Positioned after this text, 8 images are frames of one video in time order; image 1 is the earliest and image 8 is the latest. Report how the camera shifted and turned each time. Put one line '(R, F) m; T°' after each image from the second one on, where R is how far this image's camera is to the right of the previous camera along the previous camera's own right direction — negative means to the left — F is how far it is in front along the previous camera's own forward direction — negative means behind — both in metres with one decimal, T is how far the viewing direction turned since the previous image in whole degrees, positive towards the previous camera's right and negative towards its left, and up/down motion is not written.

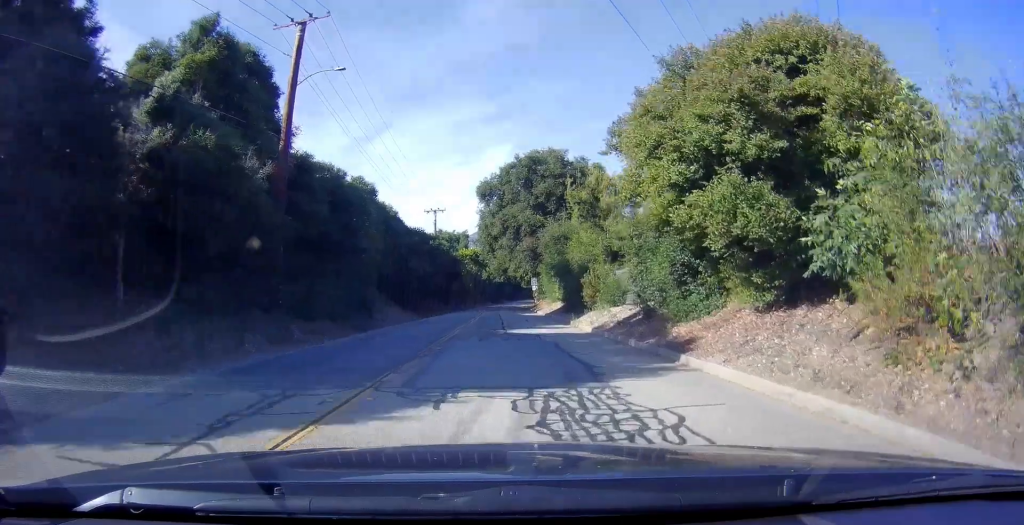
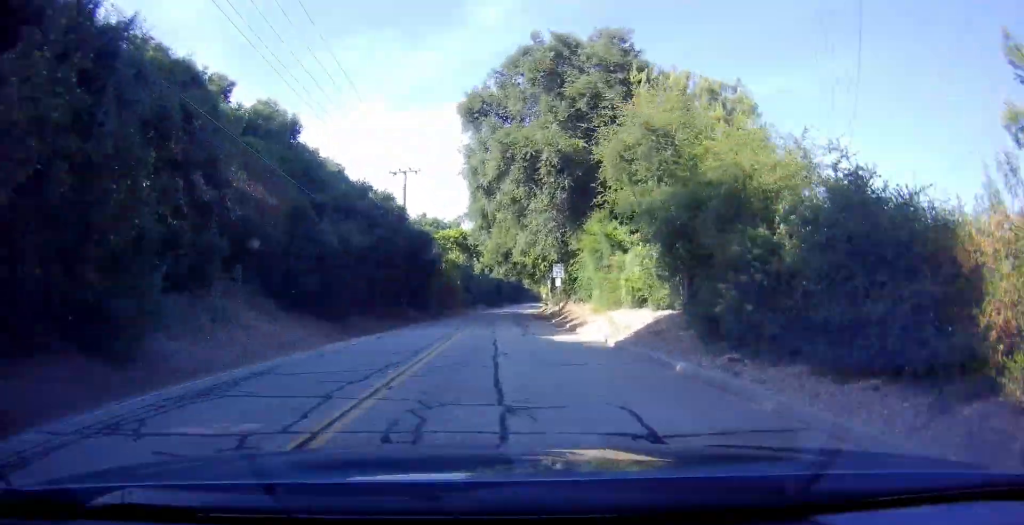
(-0.4, +26.4) m; -2°
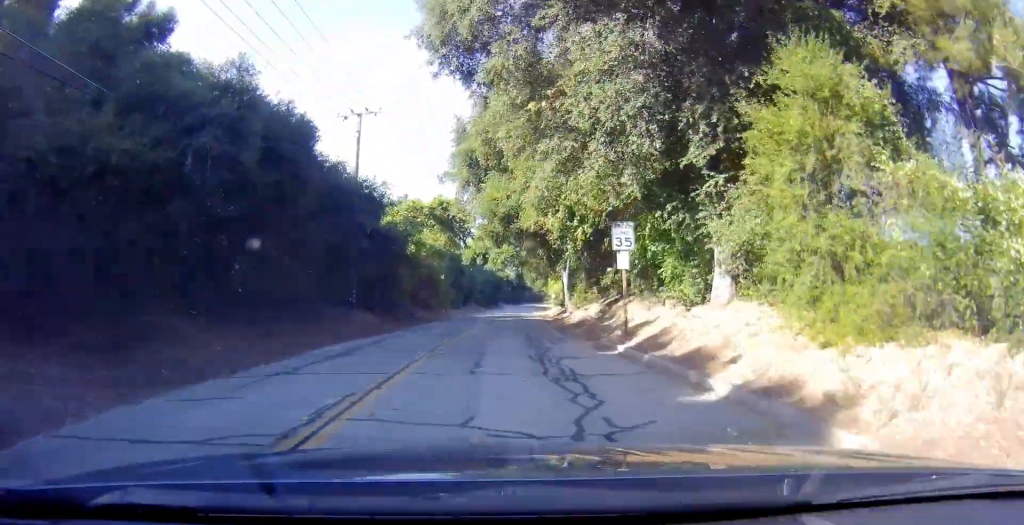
(+0.2, +18.6) m; 0°
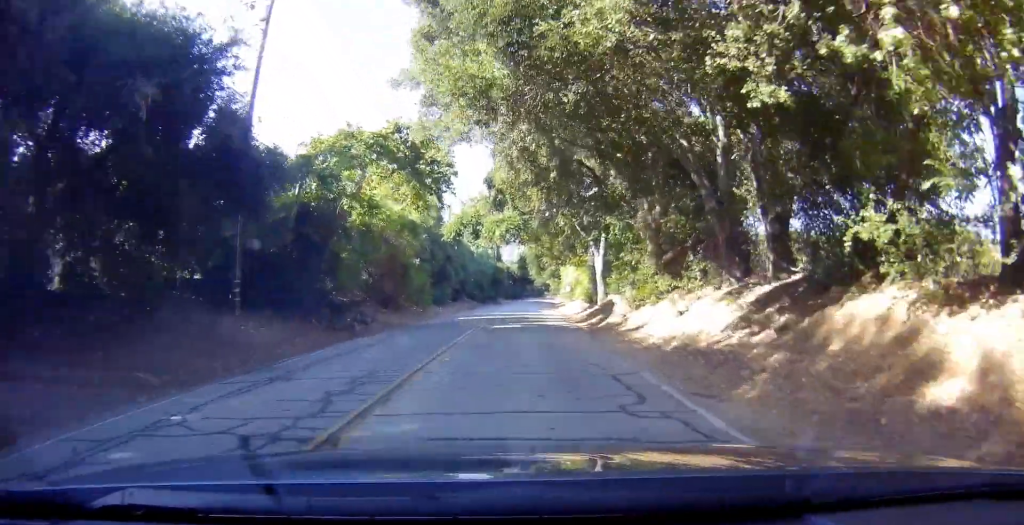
(-0.1, +17.4) m; -1°
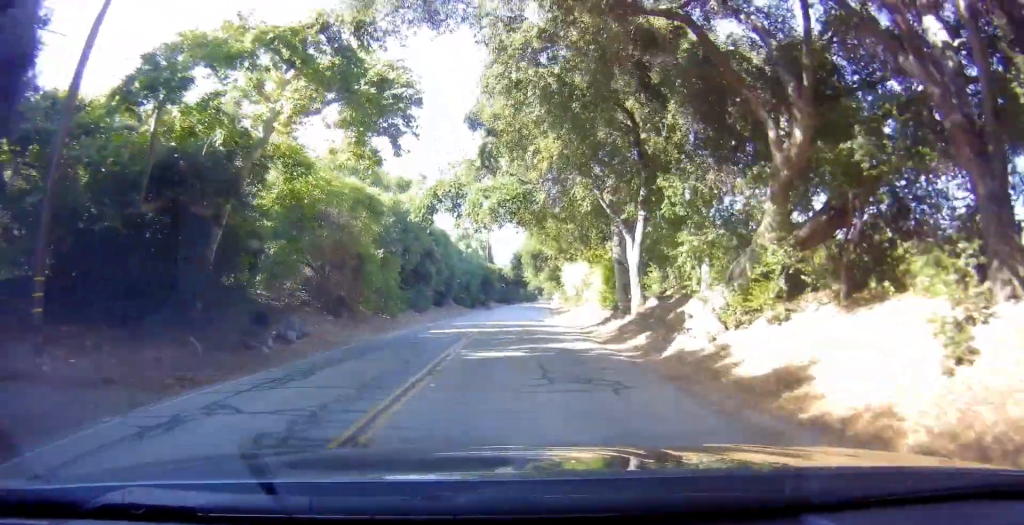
(-0.1, +10.7) m; 0°
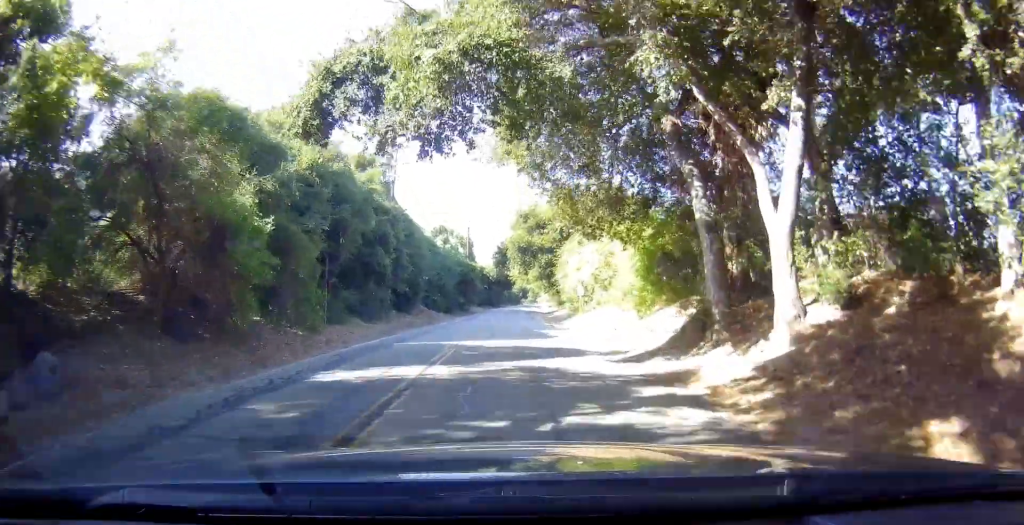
(+0.1, +13.7) m; +2°
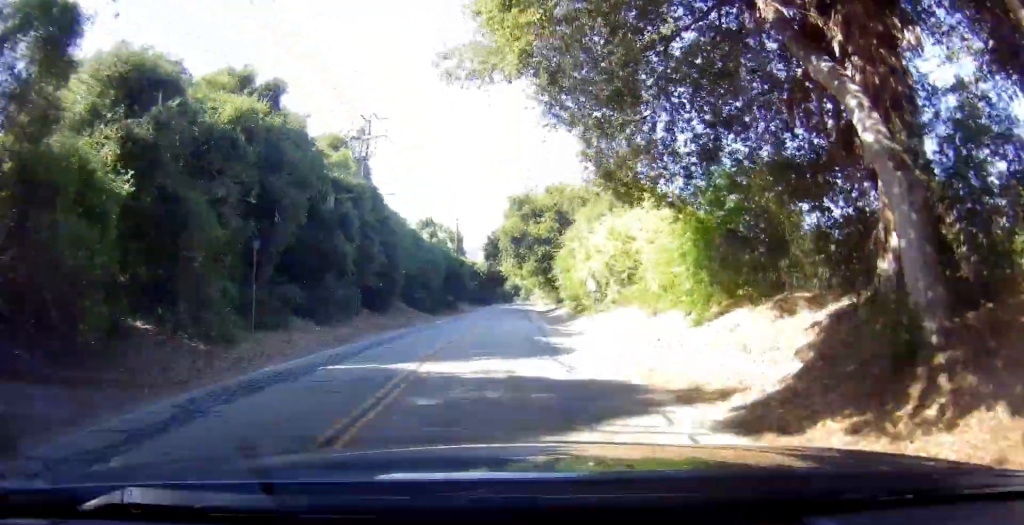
(+0.1, +7.2) m; +1°
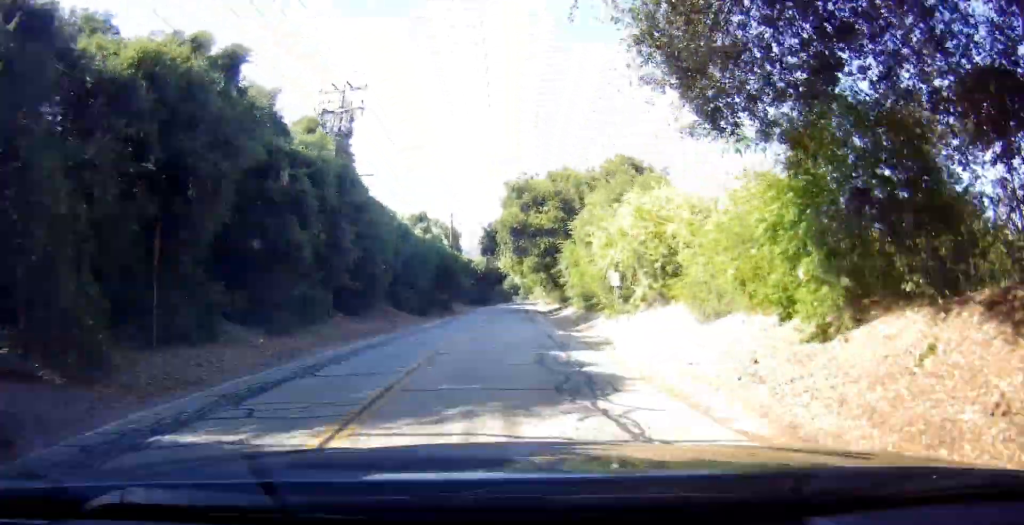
(0.0, +6.2) m; -1°
